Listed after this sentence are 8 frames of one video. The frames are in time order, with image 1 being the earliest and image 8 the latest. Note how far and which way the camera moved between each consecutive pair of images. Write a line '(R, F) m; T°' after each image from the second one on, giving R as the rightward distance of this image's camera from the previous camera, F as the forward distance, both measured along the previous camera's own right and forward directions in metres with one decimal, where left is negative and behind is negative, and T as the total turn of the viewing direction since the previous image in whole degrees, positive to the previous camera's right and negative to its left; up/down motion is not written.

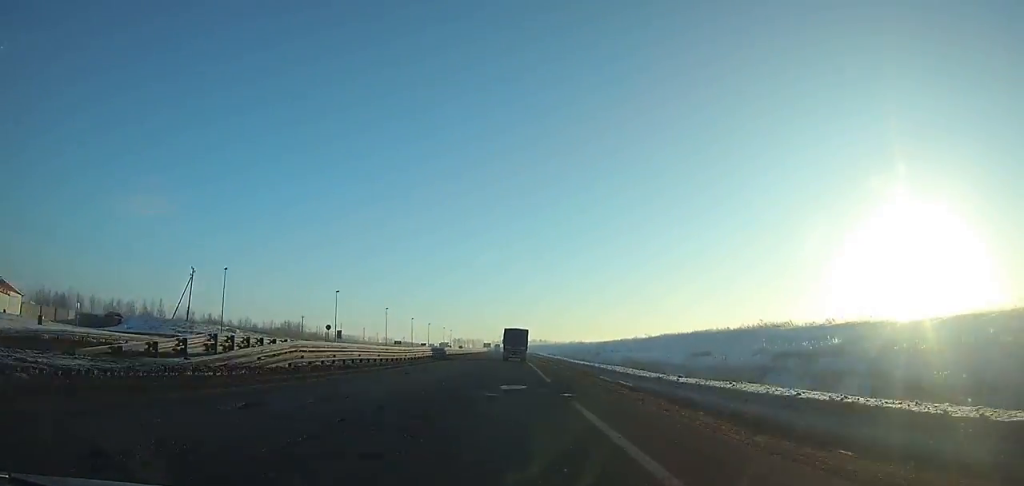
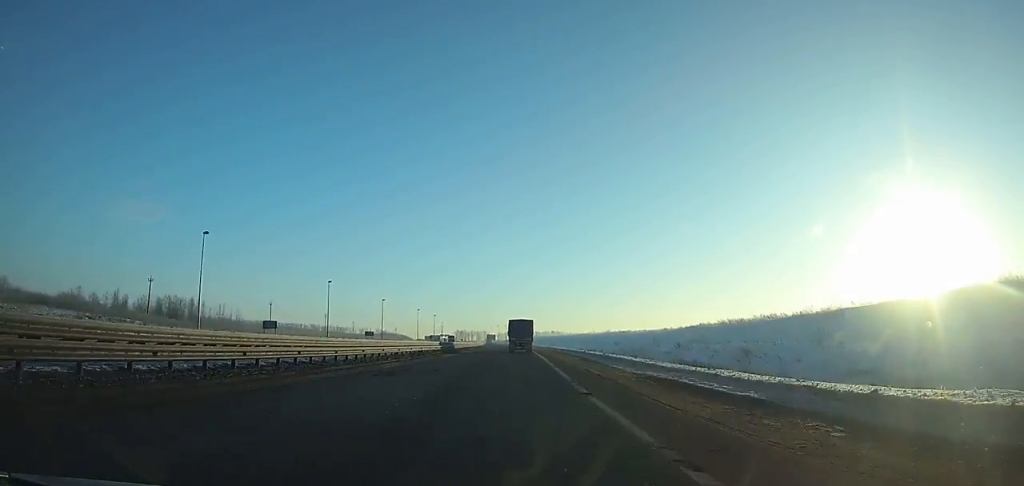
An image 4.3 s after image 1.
(-0.5, +84.2) m; -1°
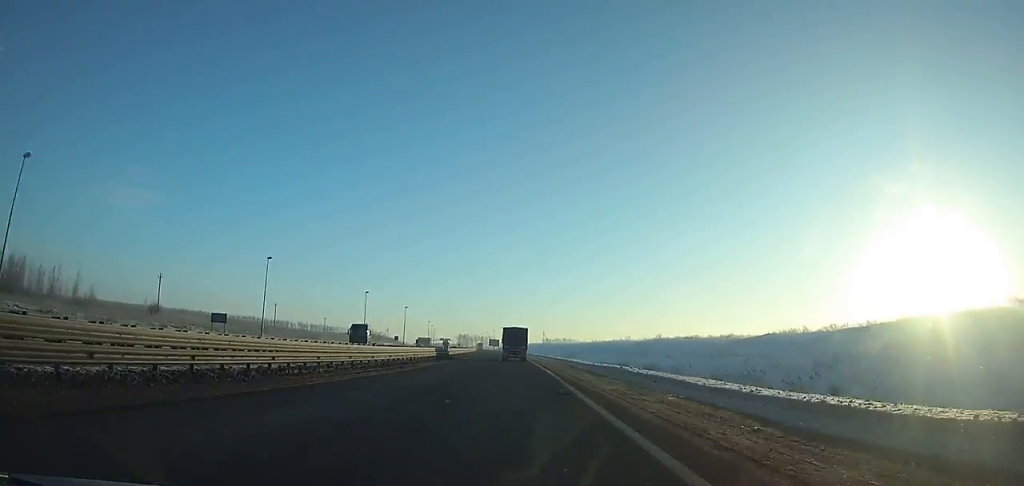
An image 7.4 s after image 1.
(-0.4, +61.4) m; -1°
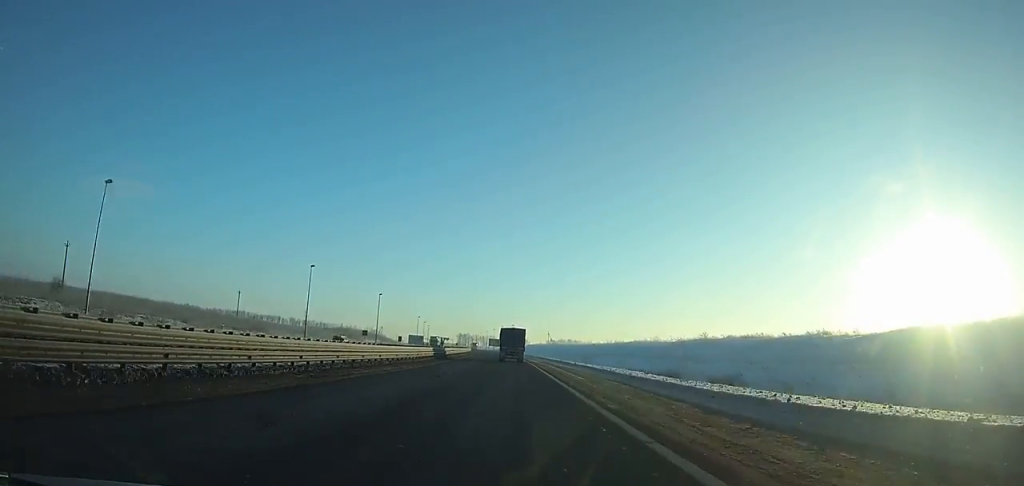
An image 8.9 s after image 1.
(-0.1, +29.8) m; -1°
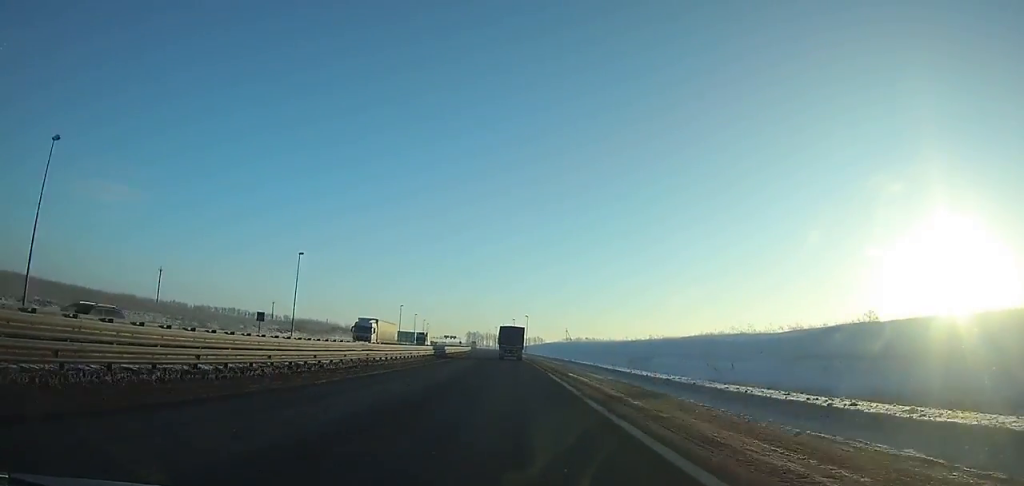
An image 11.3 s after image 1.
(-0.6, +48.0) m; -1°
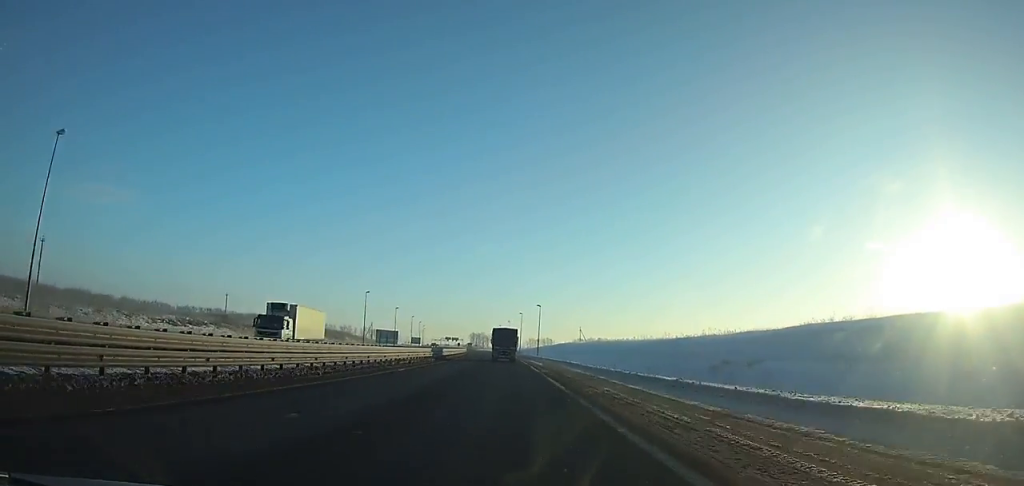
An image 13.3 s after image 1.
(-0.1, +40.4) m; -1°
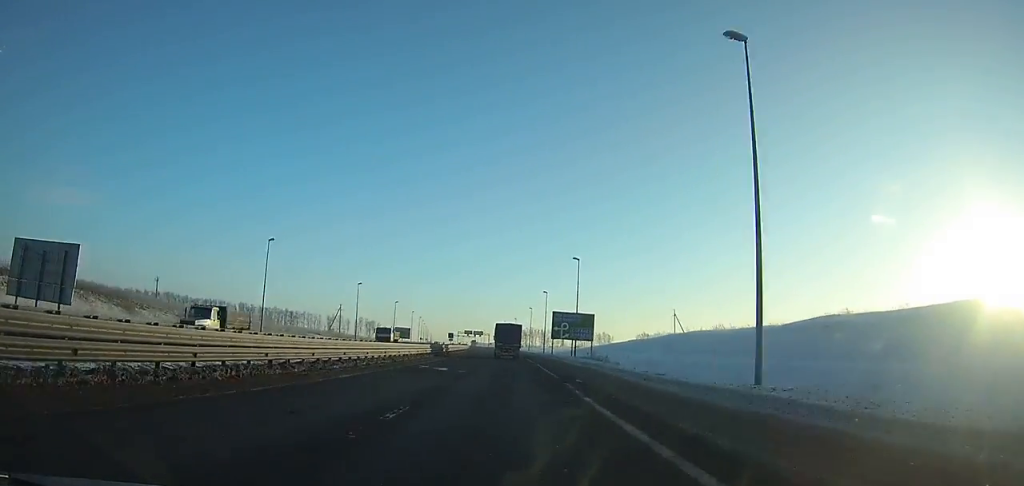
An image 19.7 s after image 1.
(-3.7, +129.5) m; -3°
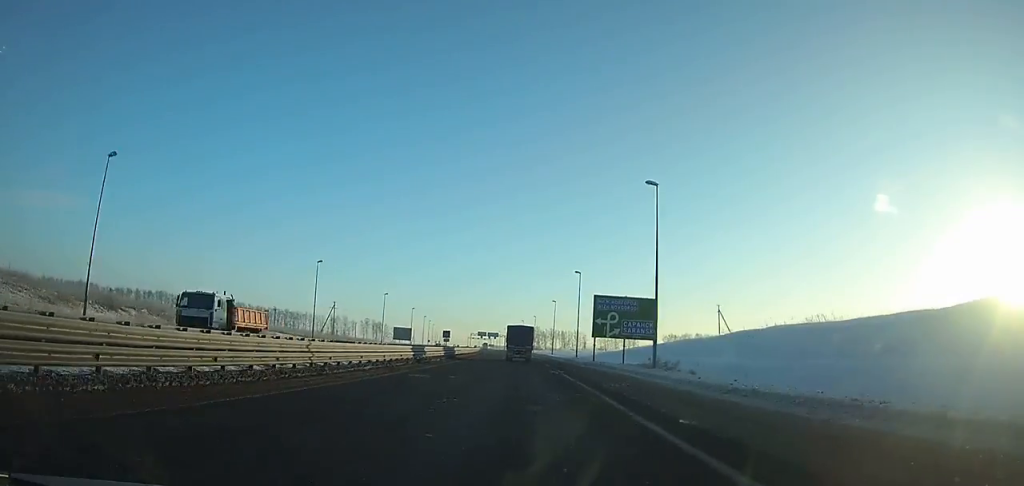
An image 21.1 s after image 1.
(-0.1, +28.2) m; -1°
